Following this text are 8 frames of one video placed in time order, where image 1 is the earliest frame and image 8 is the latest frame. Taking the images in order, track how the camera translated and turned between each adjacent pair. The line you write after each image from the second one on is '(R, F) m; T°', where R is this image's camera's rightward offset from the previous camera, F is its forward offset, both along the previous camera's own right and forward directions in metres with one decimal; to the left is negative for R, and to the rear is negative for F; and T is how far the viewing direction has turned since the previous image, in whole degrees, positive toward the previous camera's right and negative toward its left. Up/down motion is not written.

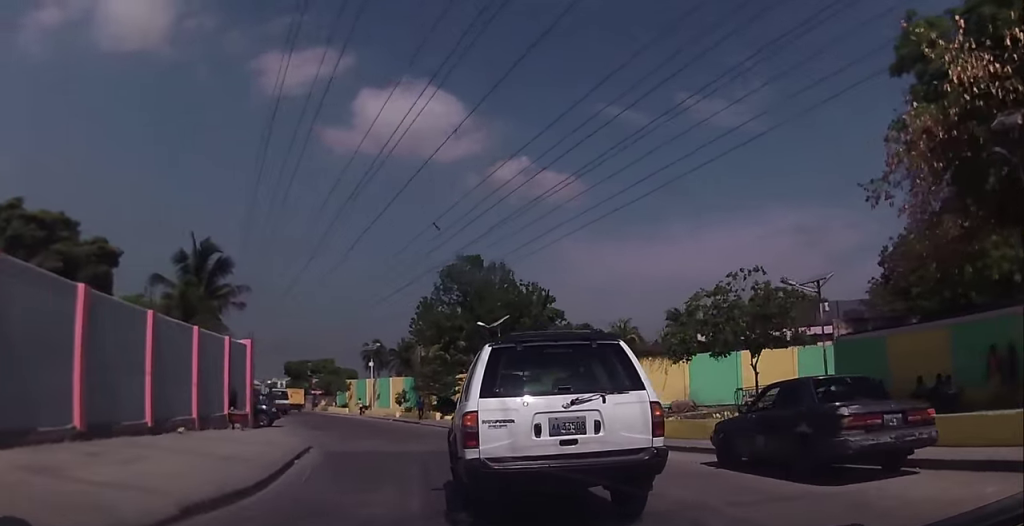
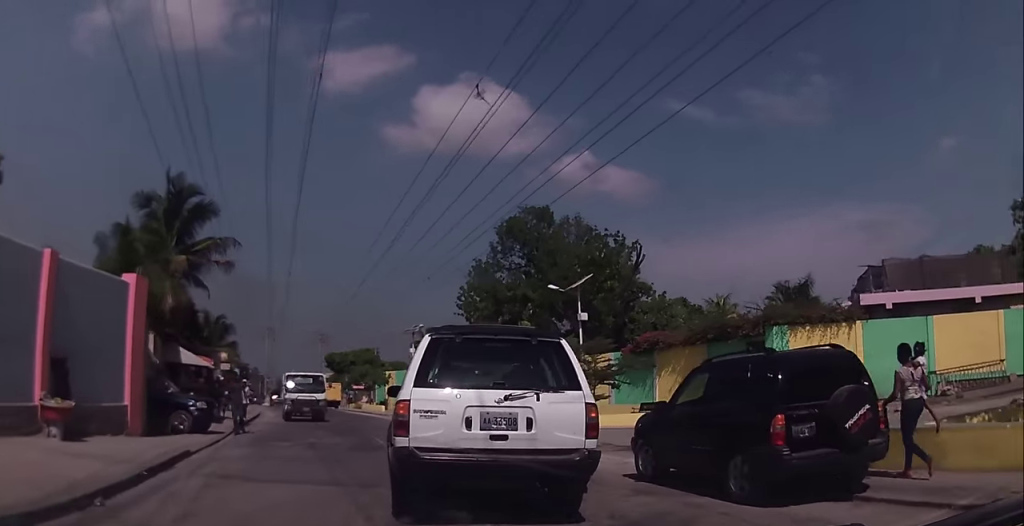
(-1.0, +13.7) m; -8°
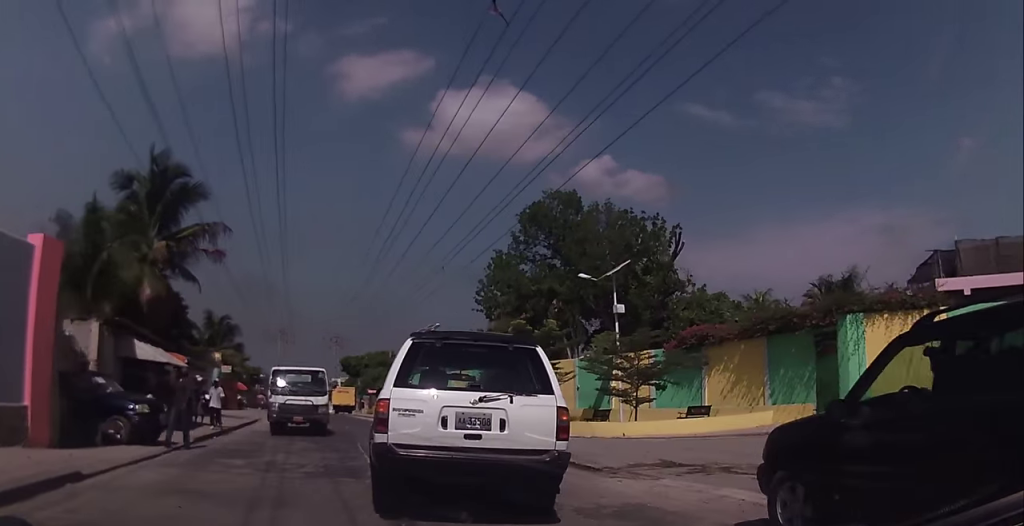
(0.0, +4.6) m; 0°
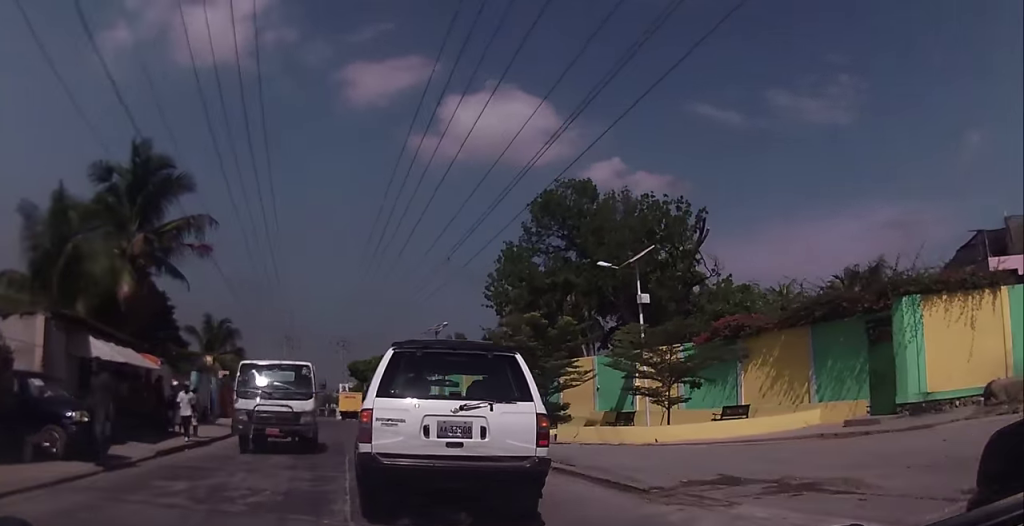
(0.0, +2.8) m; -3°
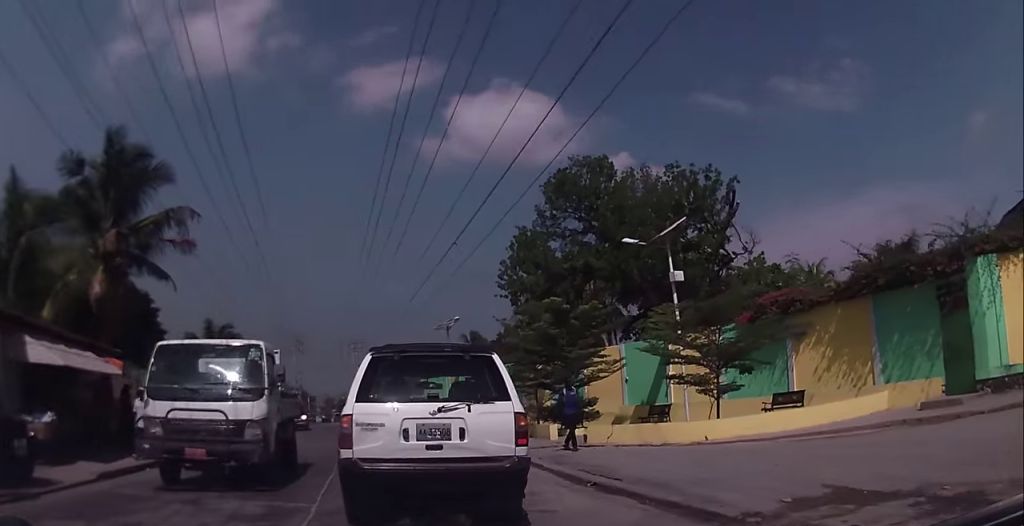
(+0.1, +3.0) m; -3°
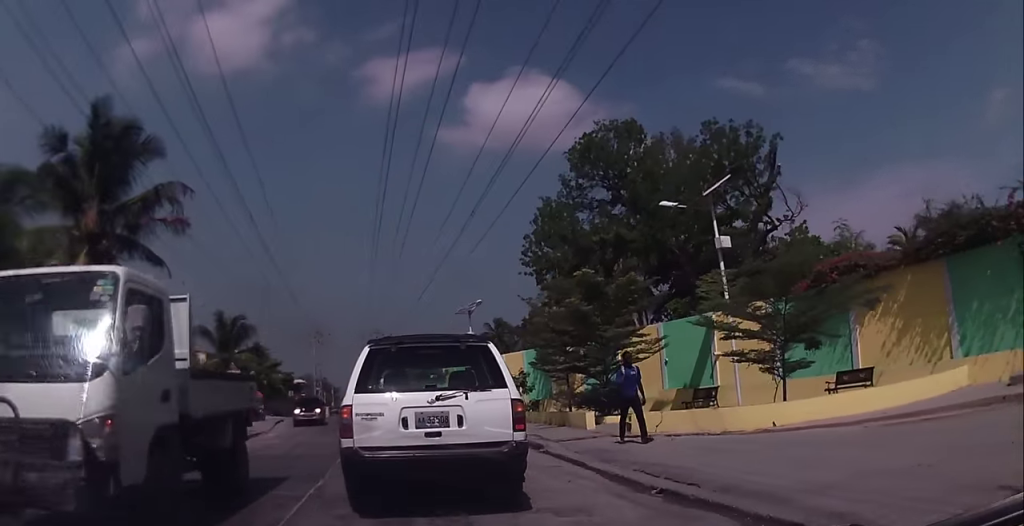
(-0.3, +2.7) m; -2°
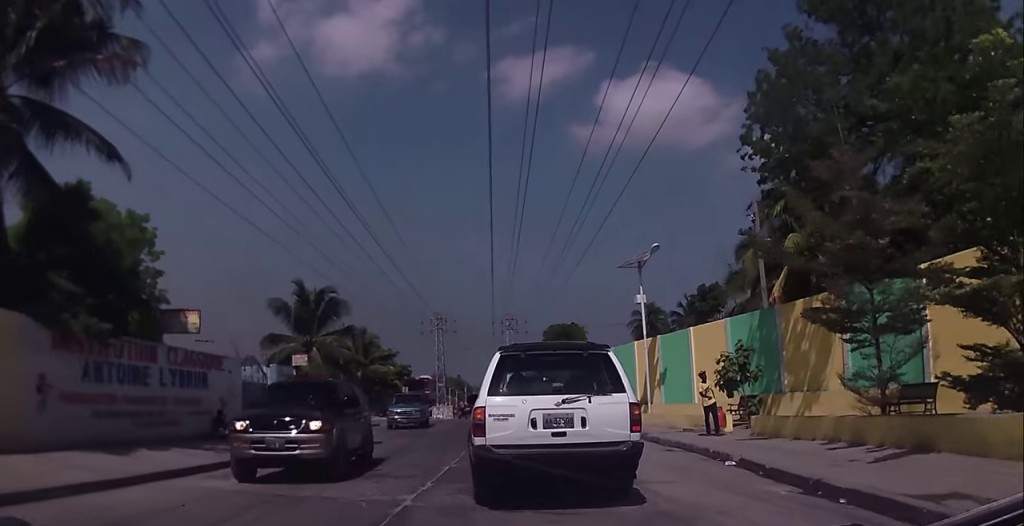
(-0.9, +14.4) m; -4°
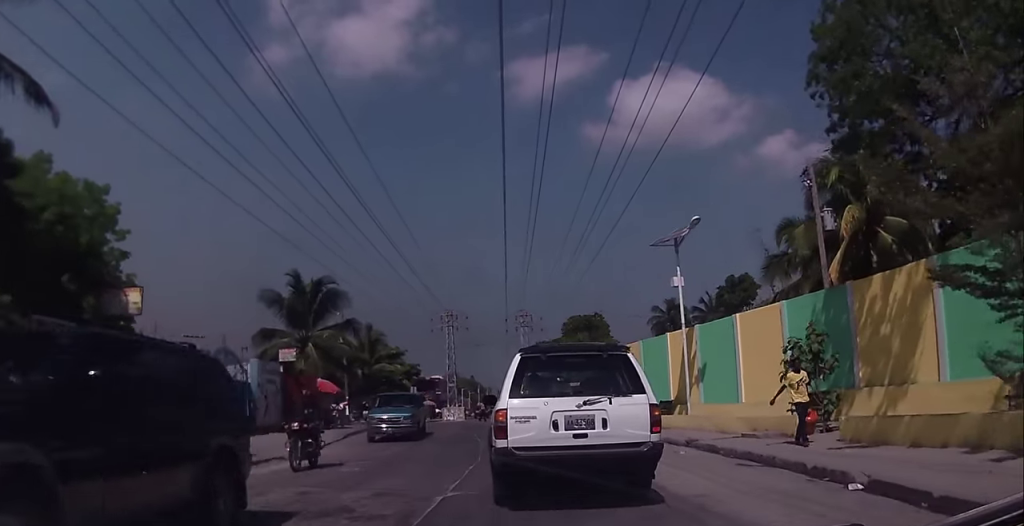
(0.0, +4.1) m; -1°
